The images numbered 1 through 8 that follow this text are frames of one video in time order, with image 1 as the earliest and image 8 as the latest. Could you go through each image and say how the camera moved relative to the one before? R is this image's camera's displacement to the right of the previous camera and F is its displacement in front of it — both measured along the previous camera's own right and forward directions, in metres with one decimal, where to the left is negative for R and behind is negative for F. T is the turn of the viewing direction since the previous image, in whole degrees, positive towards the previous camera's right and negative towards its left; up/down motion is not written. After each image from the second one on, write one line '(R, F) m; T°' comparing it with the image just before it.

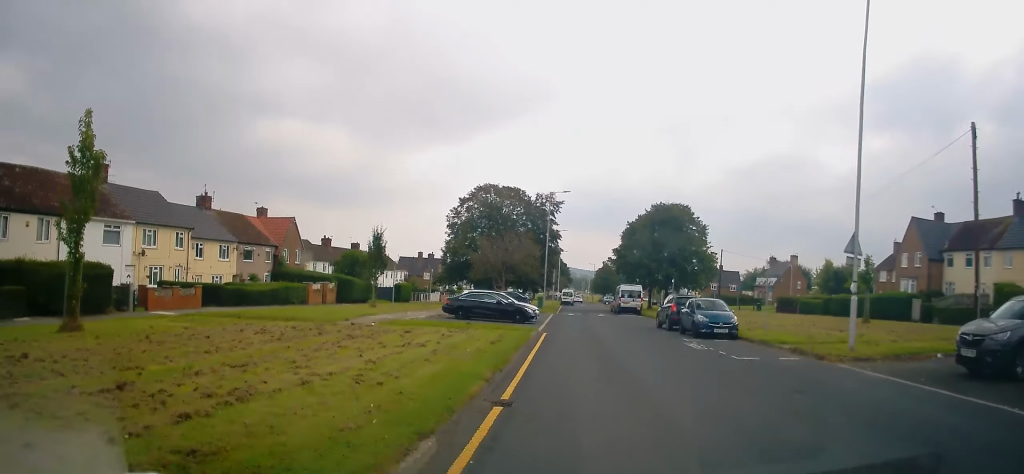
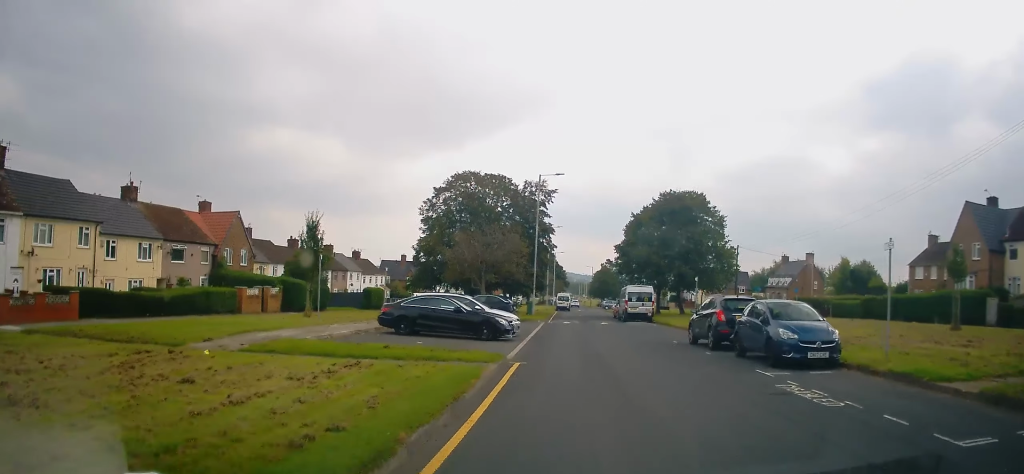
(+0.4, +9.1) m; +4°
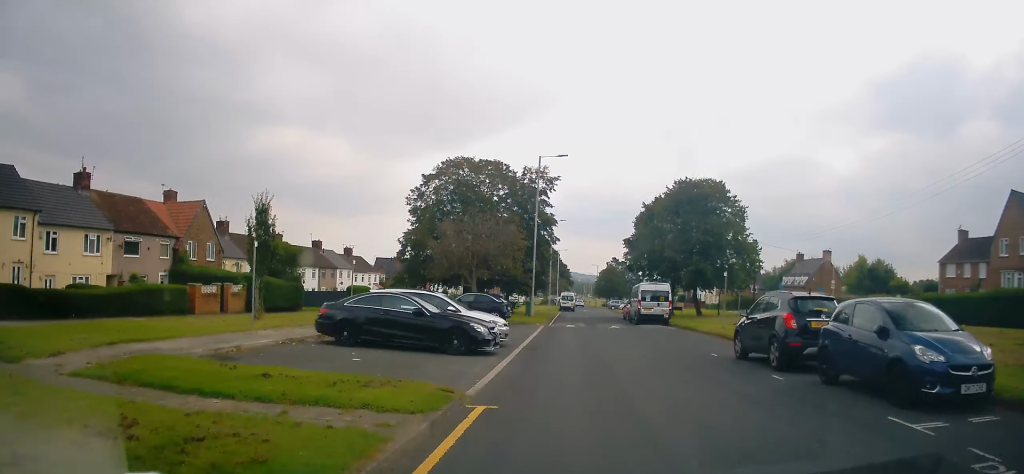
(0.0, +5.5) m; 0°
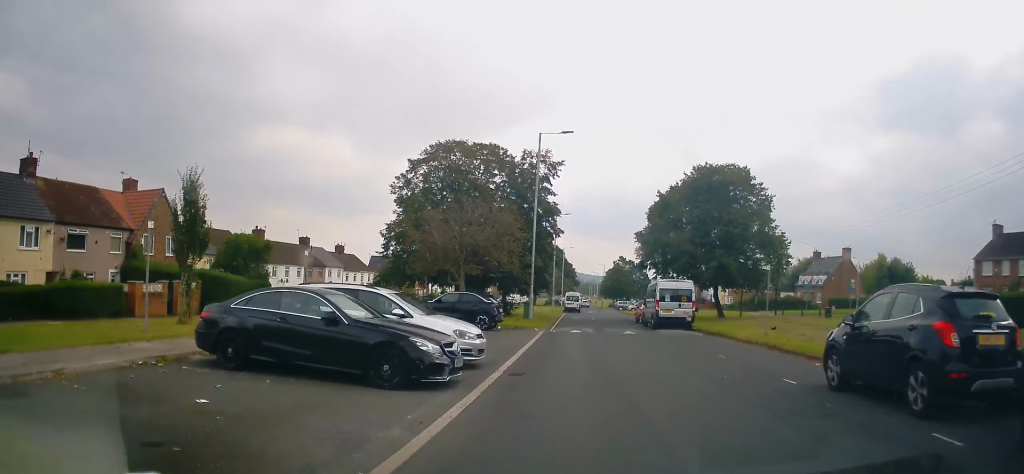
(0.0, +5.5) m; 0°
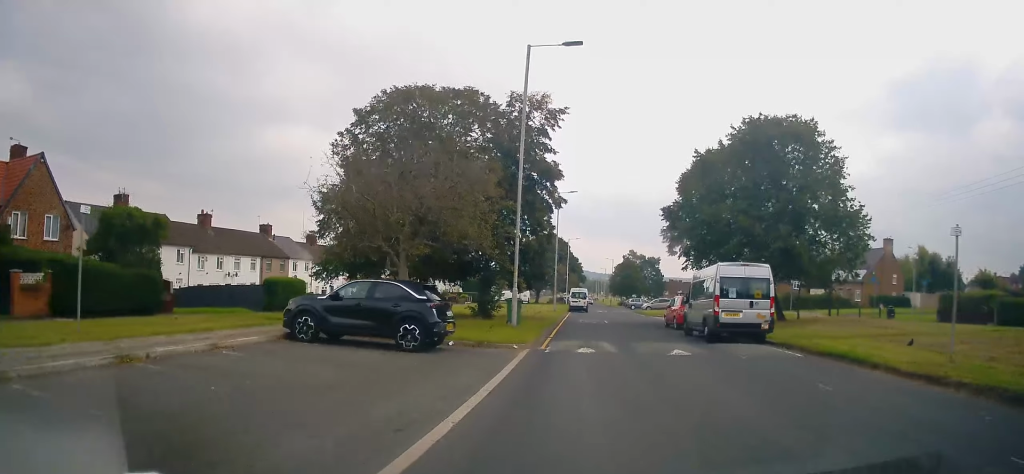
(0.0, +11.4) m; 0°
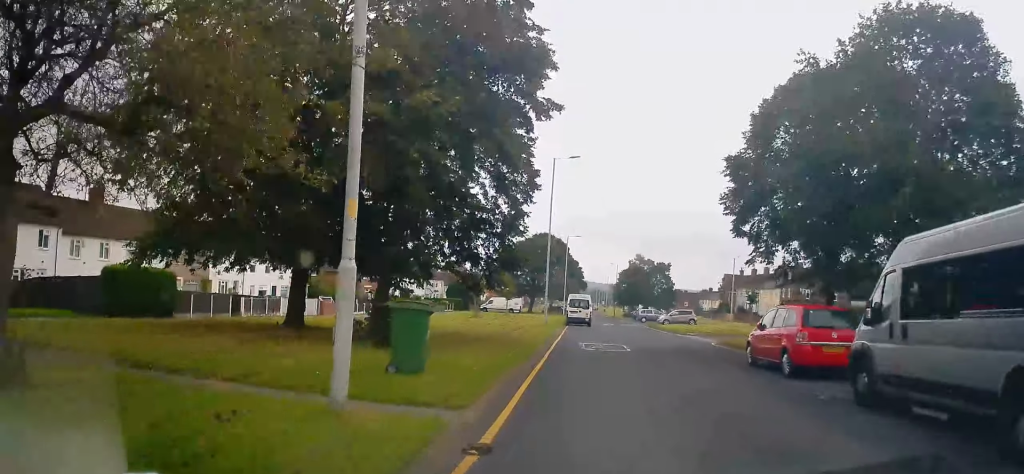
(-0.9, +15.1) m; -4°
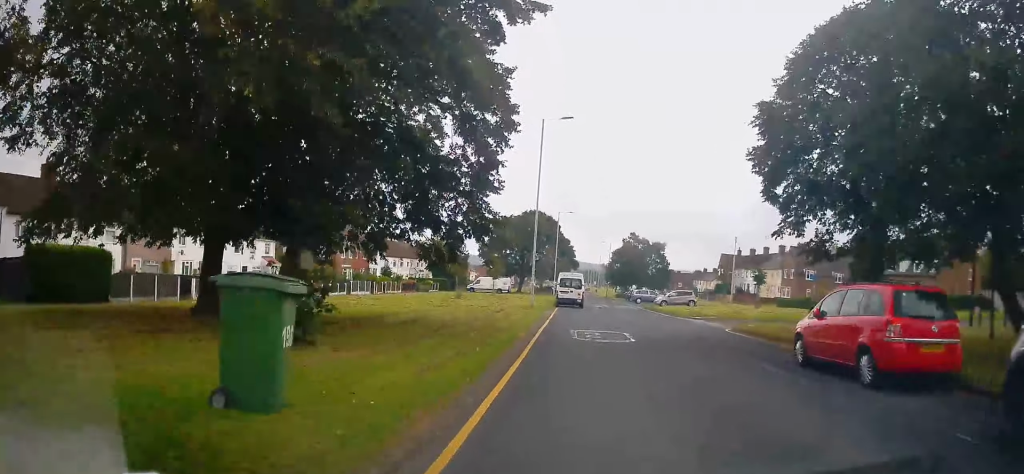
(+0.2, +4.2) m; +2°
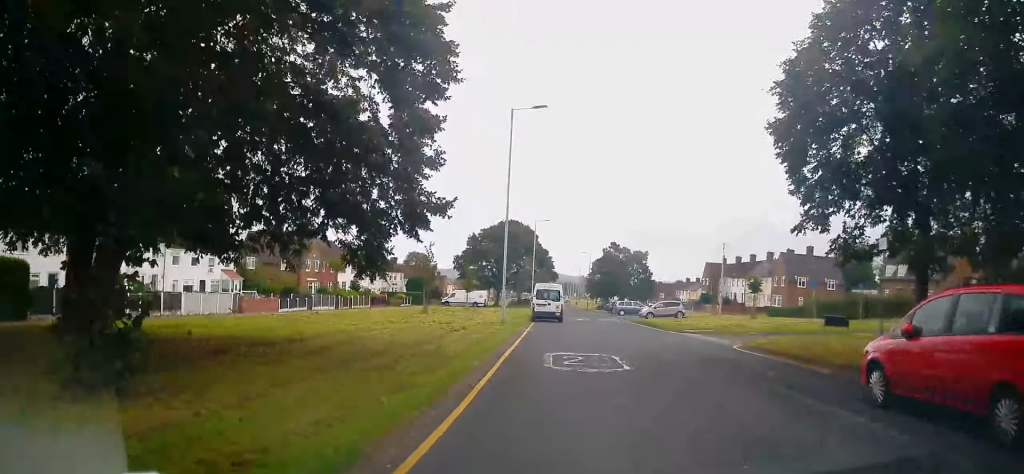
(+0.2, +3.9) m; +2°
